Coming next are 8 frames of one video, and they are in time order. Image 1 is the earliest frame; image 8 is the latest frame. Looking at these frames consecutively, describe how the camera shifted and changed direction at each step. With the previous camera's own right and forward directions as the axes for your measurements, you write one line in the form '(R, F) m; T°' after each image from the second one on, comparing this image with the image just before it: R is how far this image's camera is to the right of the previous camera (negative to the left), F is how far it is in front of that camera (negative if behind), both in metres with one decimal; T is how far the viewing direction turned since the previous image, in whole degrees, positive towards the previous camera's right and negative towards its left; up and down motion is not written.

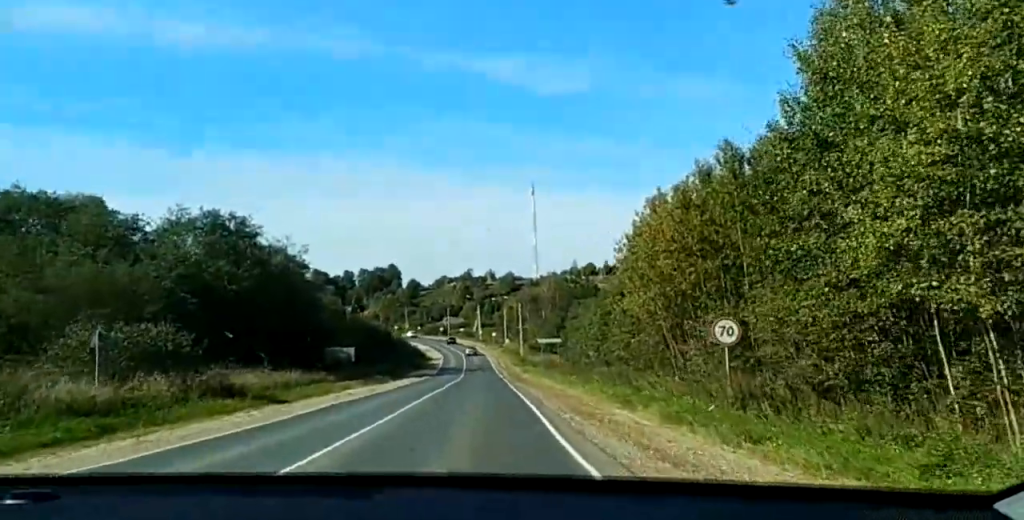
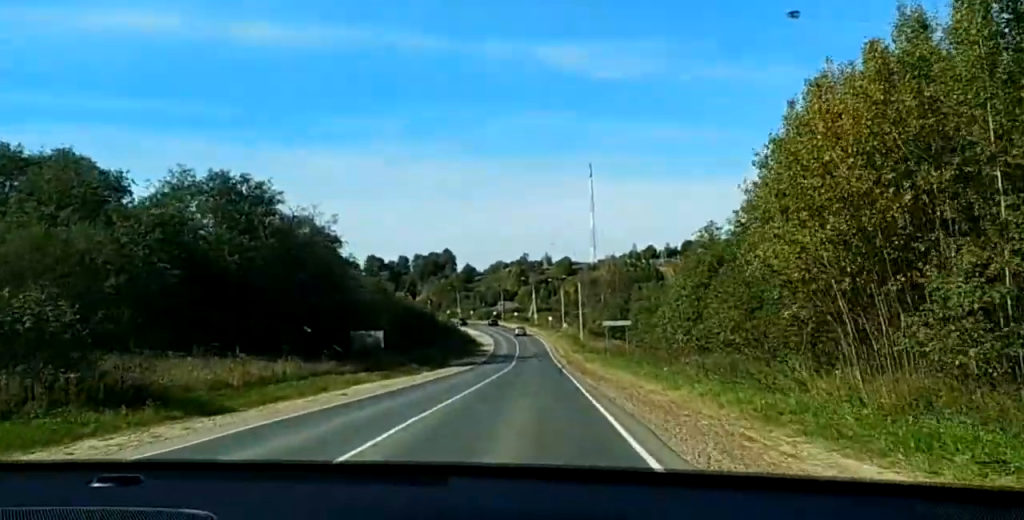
(-0.1, +16.9) m; 0°
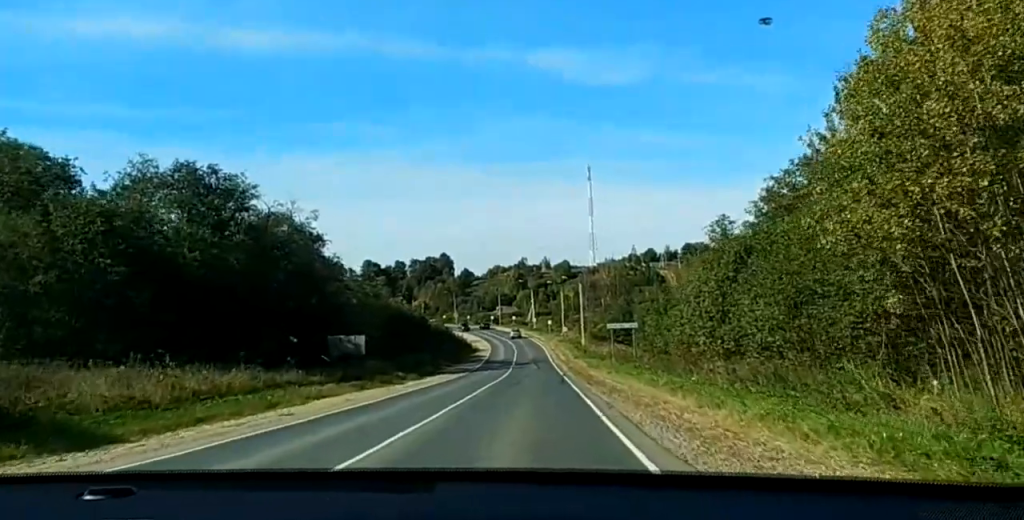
(+0.1, +7.8) m; 0°
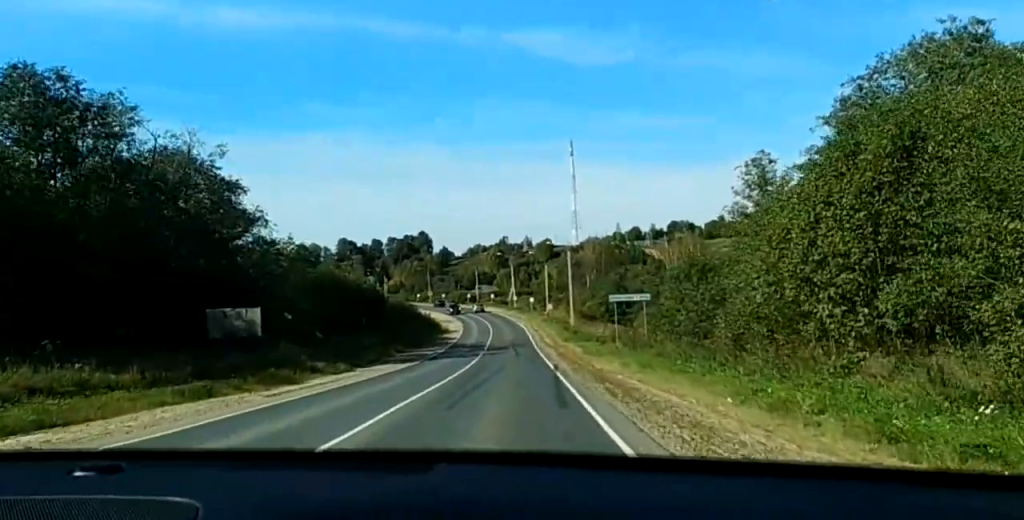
(-0.3, +22.1) m; -1°
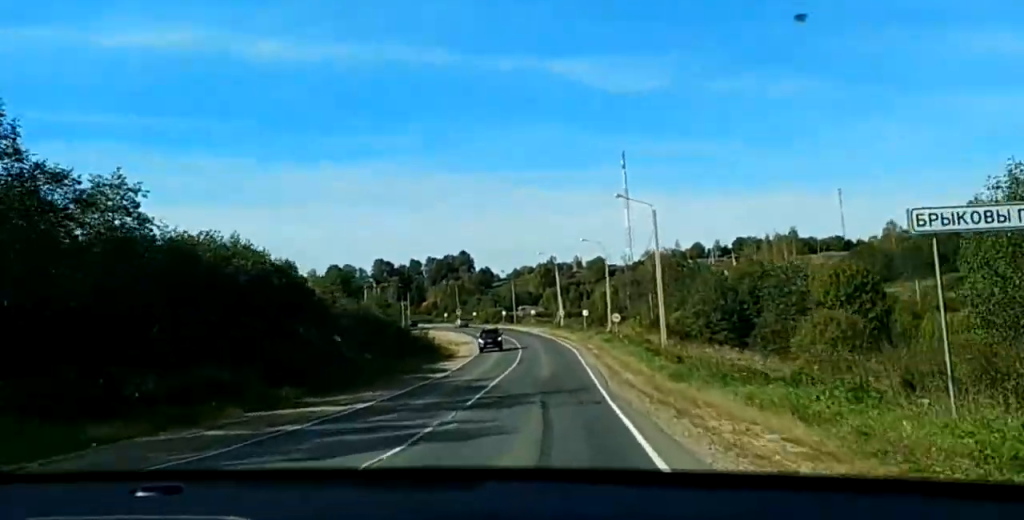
(+0.1, +45.5) m; +2°
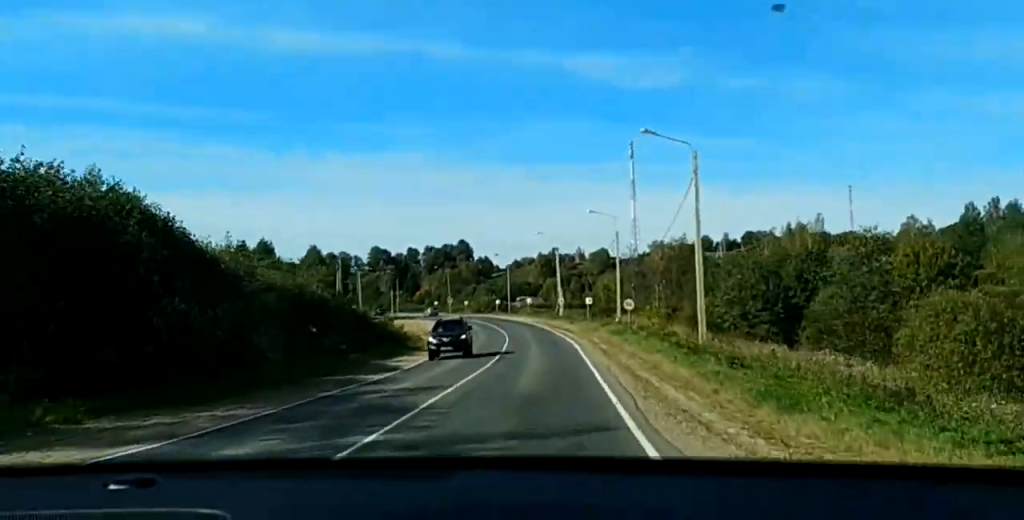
(+0.5, +15.9) m; -1°
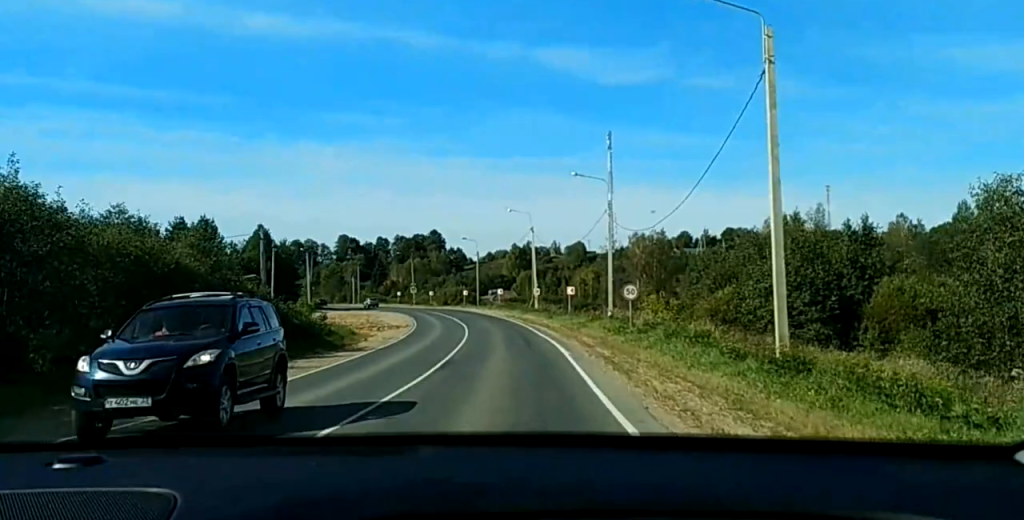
(-0.6, +16.1) m; -2°
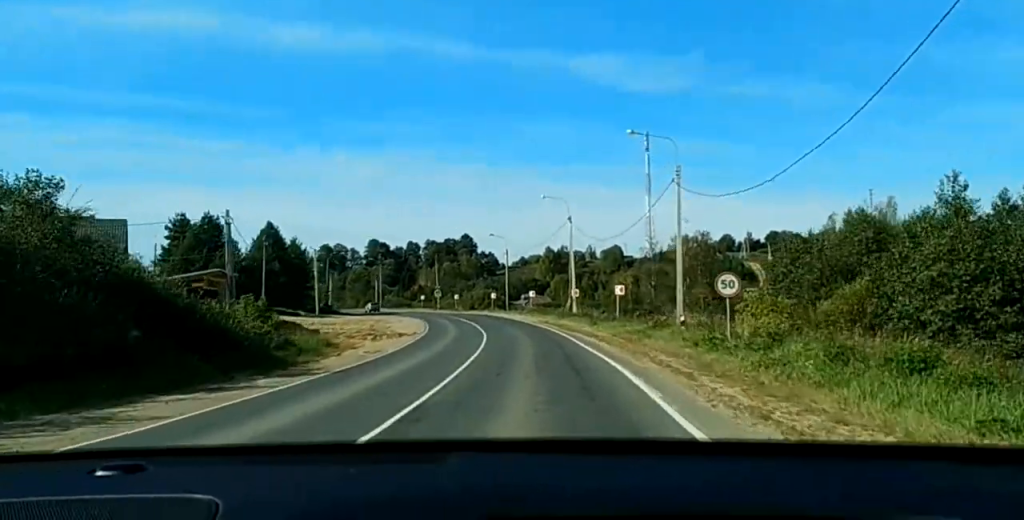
(-0.3, +14.8) m; -1°
